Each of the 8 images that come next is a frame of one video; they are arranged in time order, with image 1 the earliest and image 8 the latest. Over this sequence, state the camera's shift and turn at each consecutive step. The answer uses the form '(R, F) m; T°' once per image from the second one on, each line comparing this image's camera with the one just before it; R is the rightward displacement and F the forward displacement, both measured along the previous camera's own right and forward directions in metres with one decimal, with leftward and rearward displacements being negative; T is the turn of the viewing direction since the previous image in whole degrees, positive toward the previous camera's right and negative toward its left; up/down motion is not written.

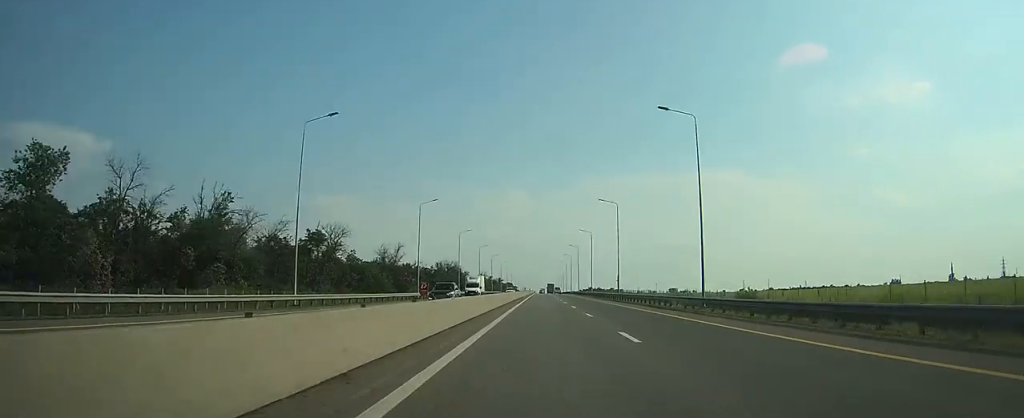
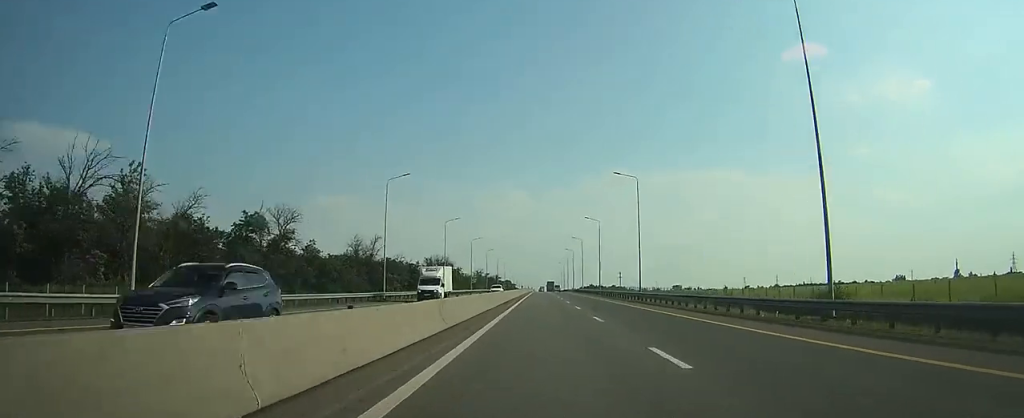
(0.0, +16.6) m; 0°
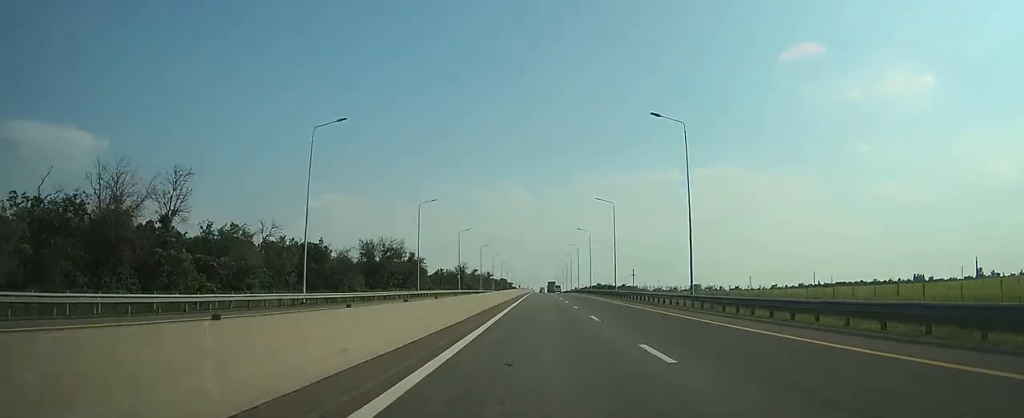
(+0.3, +59.6) m; +1°
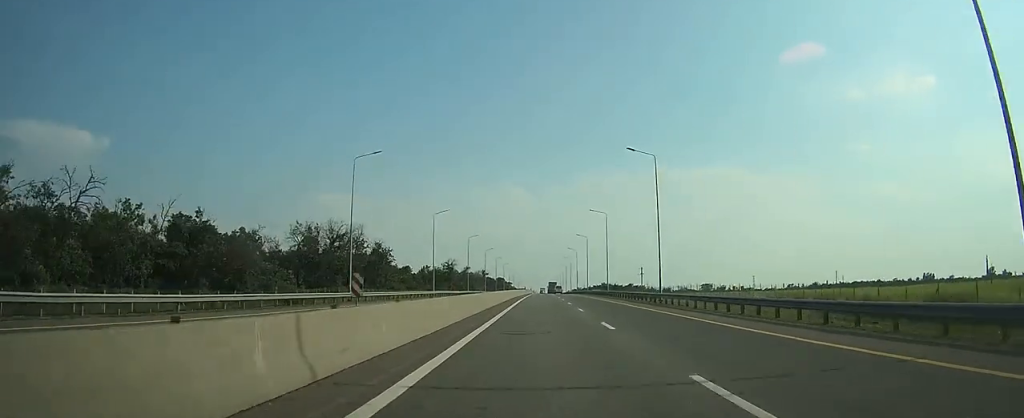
(0.0, +28.6) m; 0°
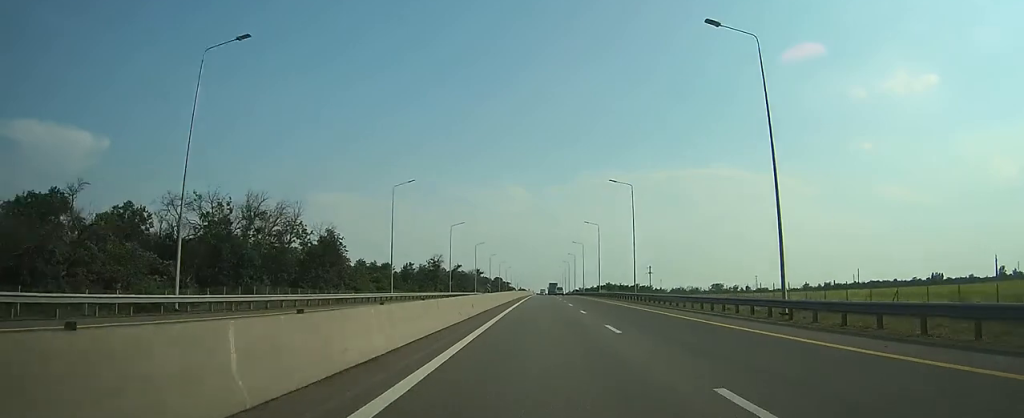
(0.0, +25.2) m; 0°
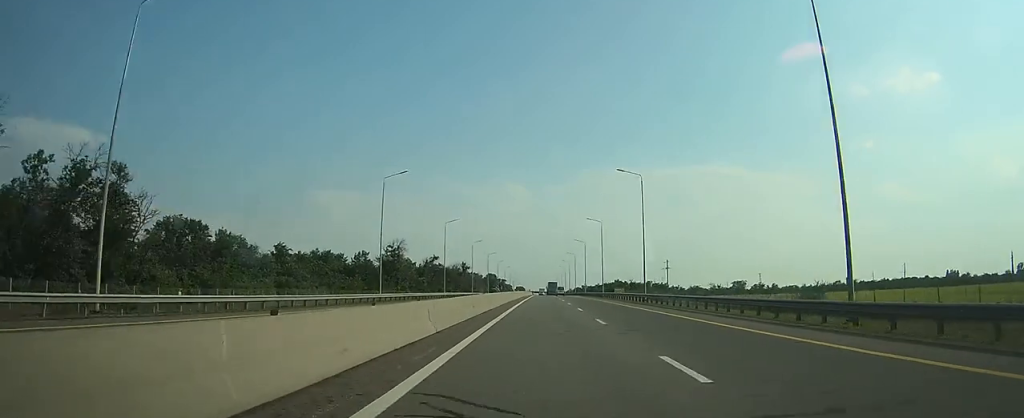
(0.0, +44.7) m; 0°
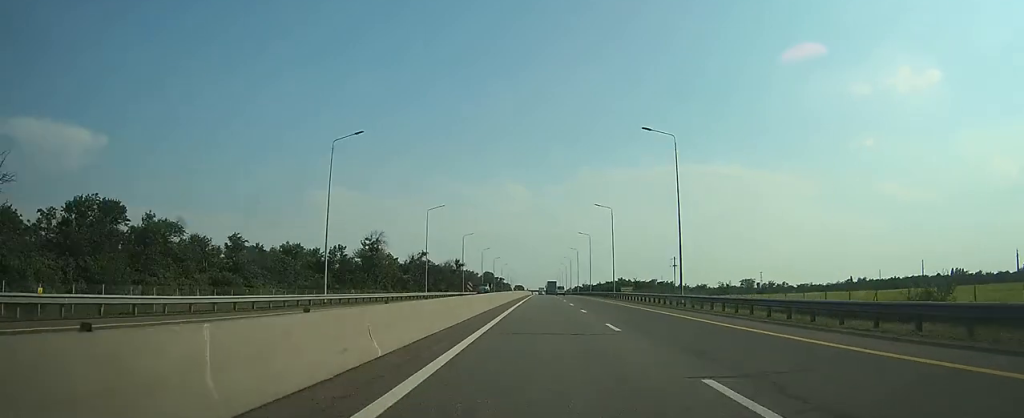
(0.0, +15.2) m; 0°
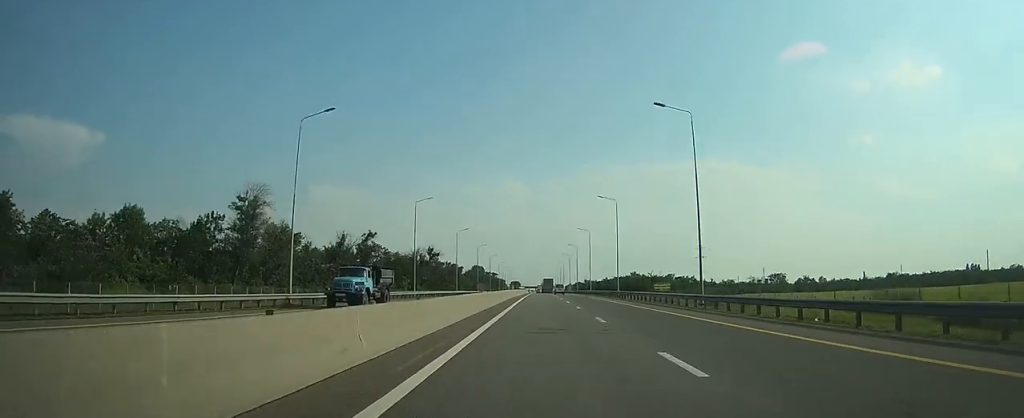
(0.0, +45.2) m; 0°
